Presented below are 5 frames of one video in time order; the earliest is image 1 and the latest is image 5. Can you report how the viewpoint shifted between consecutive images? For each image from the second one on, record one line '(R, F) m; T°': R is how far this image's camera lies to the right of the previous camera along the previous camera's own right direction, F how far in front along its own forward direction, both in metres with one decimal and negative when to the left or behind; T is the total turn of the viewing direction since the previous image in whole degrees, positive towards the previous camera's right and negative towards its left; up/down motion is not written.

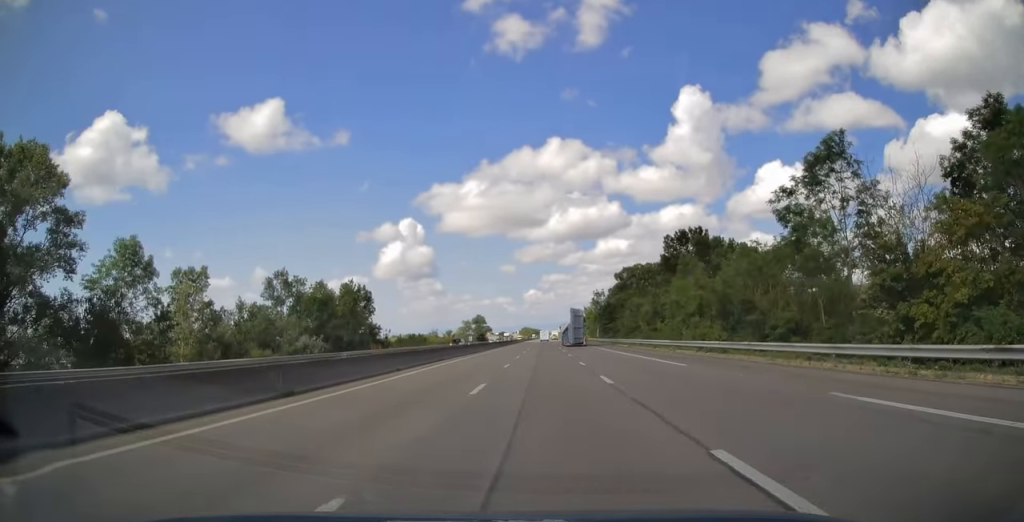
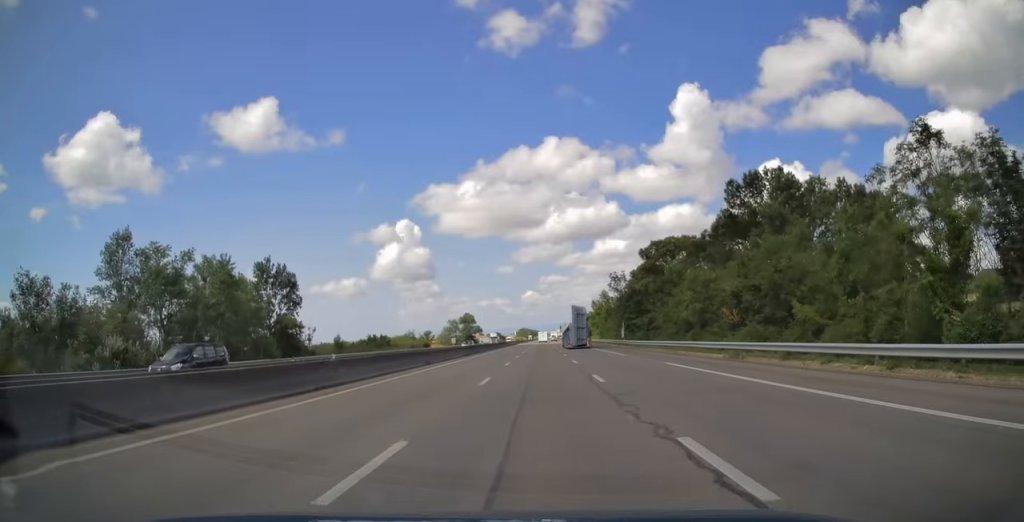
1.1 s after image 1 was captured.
(+0.5, +34.8) m; +1°
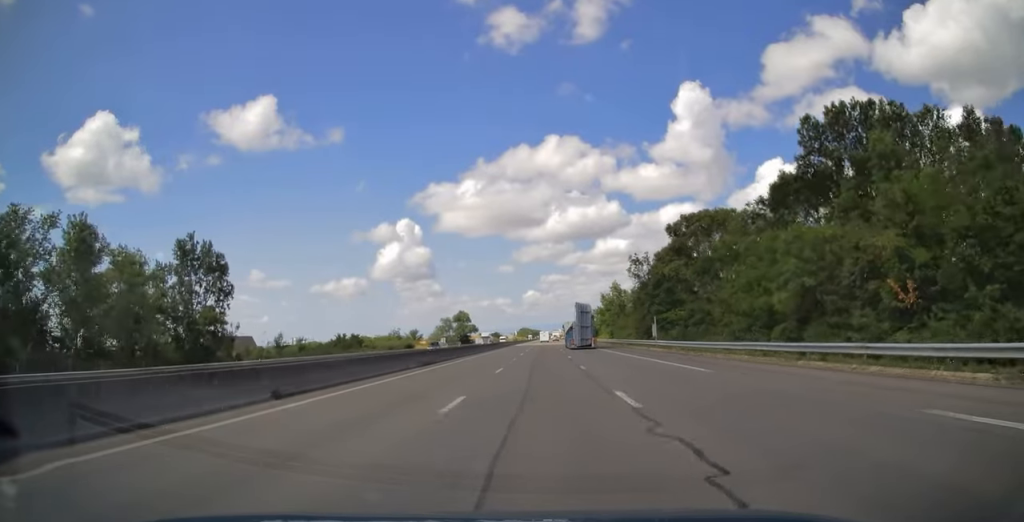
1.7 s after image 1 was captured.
(0.0, +19.3) m; 0°
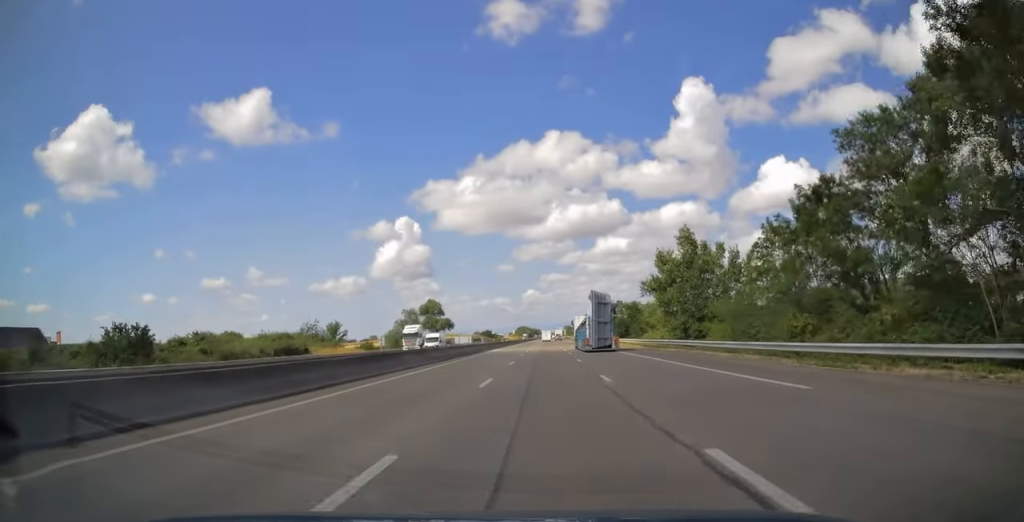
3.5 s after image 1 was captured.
(-0.4, +58.4) m; -1°
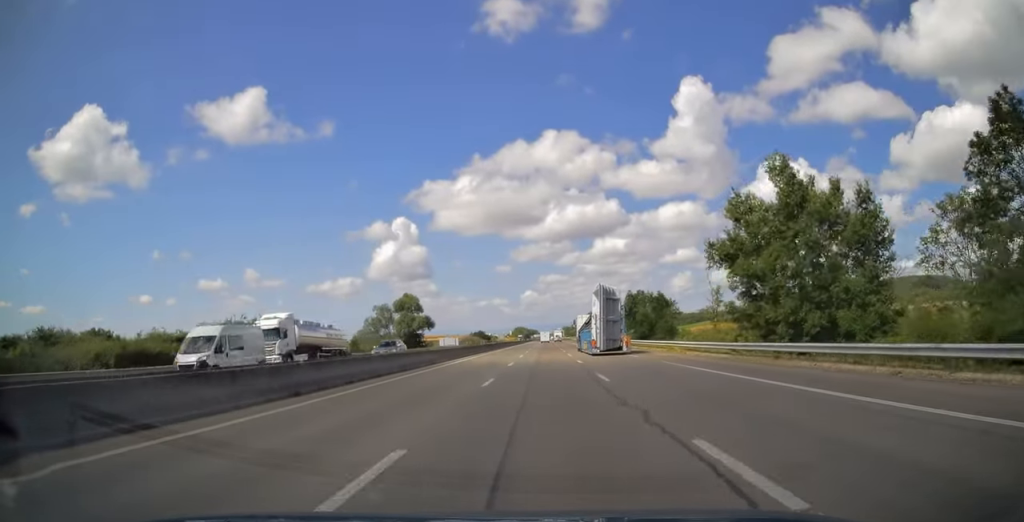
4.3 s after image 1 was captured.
(-0.1, +25.2) m; 0°
